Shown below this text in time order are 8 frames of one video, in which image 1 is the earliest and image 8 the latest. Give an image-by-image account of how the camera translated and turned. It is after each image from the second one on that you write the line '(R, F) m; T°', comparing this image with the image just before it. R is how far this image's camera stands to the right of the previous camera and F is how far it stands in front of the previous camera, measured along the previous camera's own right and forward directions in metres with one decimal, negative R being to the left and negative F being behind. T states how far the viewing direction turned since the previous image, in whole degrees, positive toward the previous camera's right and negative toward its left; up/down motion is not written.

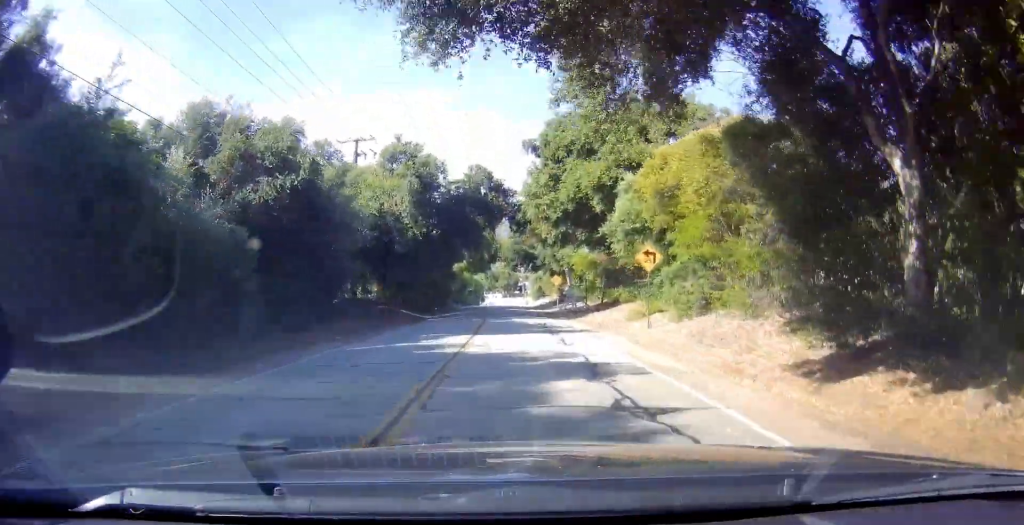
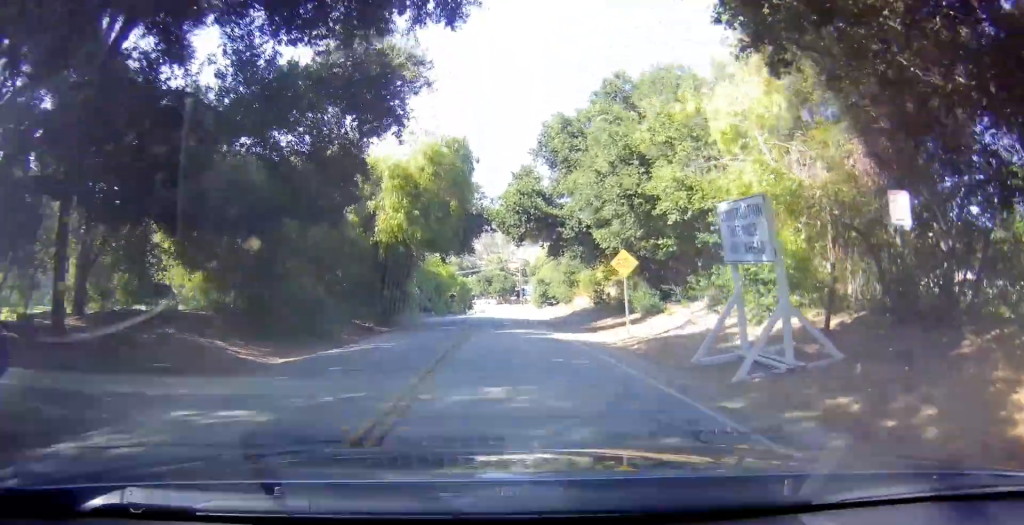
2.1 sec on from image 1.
(-0.6, +31.8) m; -1°
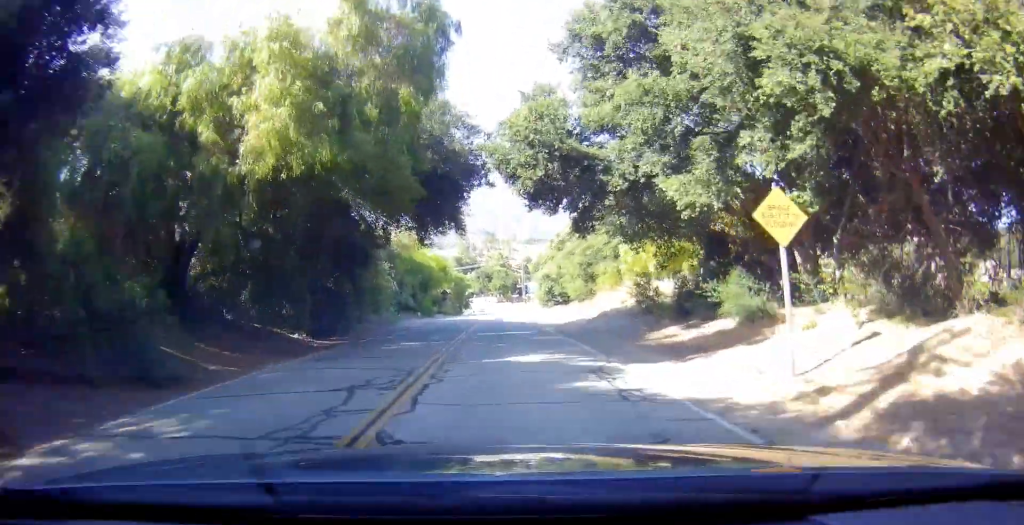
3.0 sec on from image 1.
(+0.1, +12.6) m; +3°
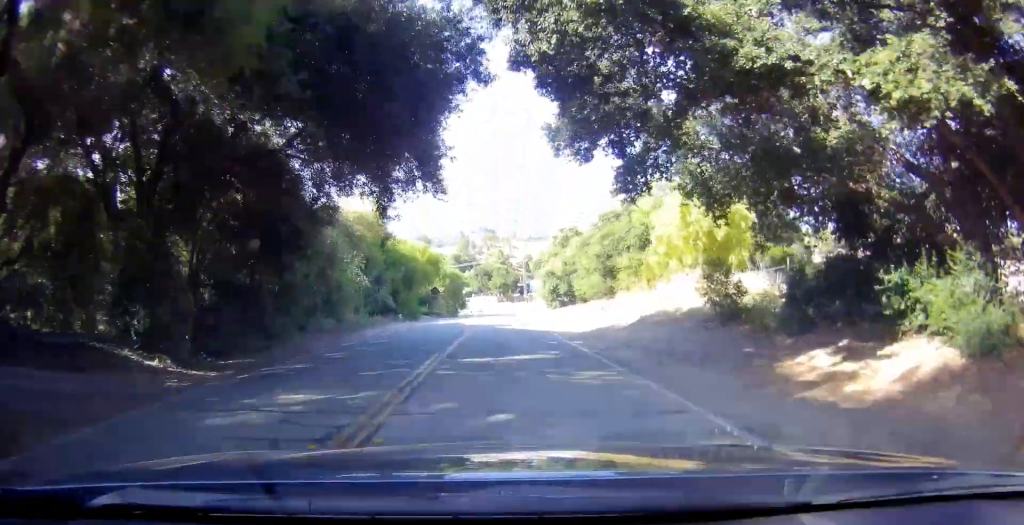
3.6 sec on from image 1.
(+0.2, +9.8) m; +3°
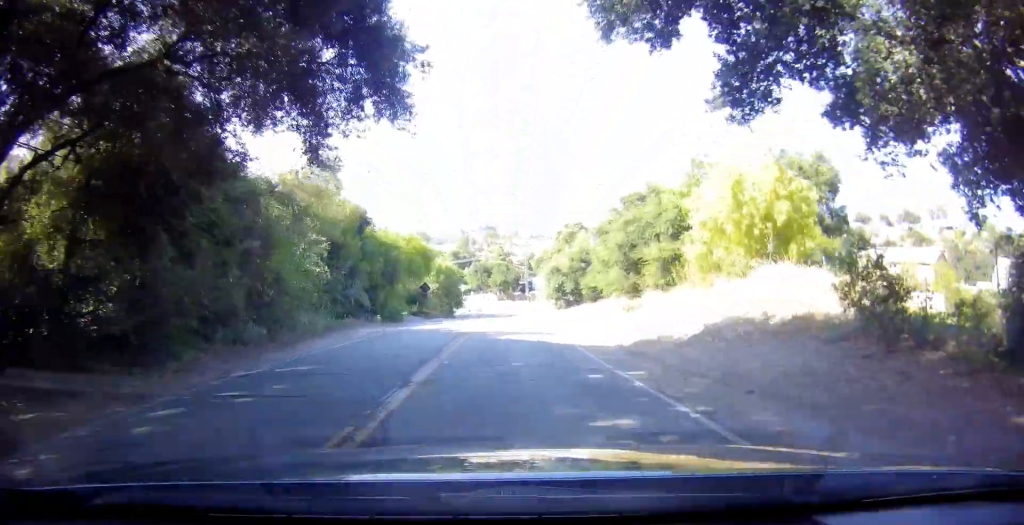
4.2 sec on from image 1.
(+0.4, +8.8) m; -1°
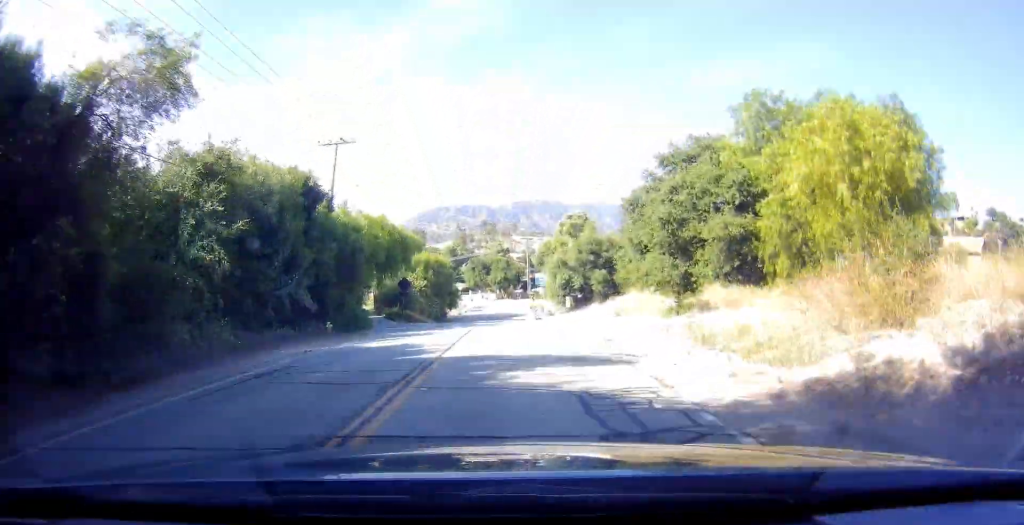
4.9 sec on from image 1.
(-0.1, +11.5) m; -2°
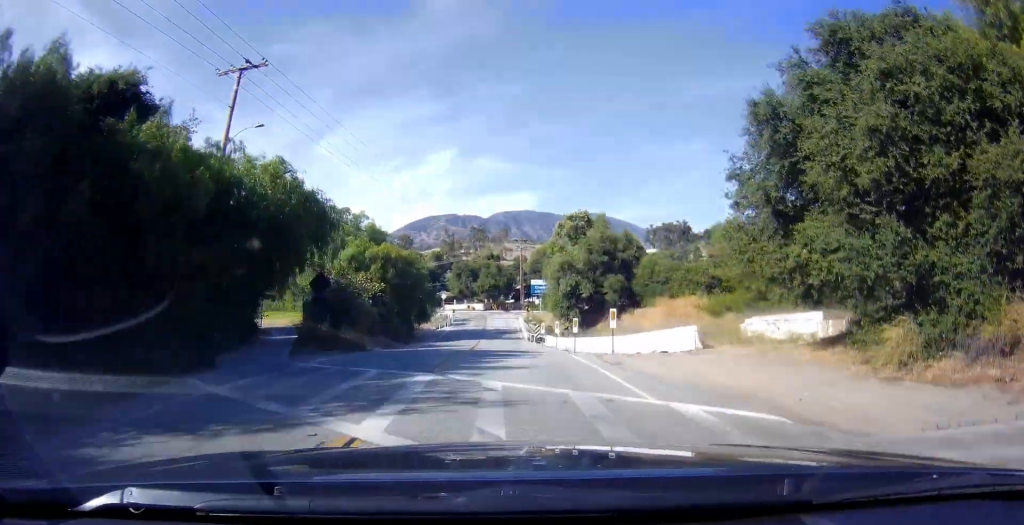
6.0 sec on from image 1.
(-0.7, +17.9) m; -3°
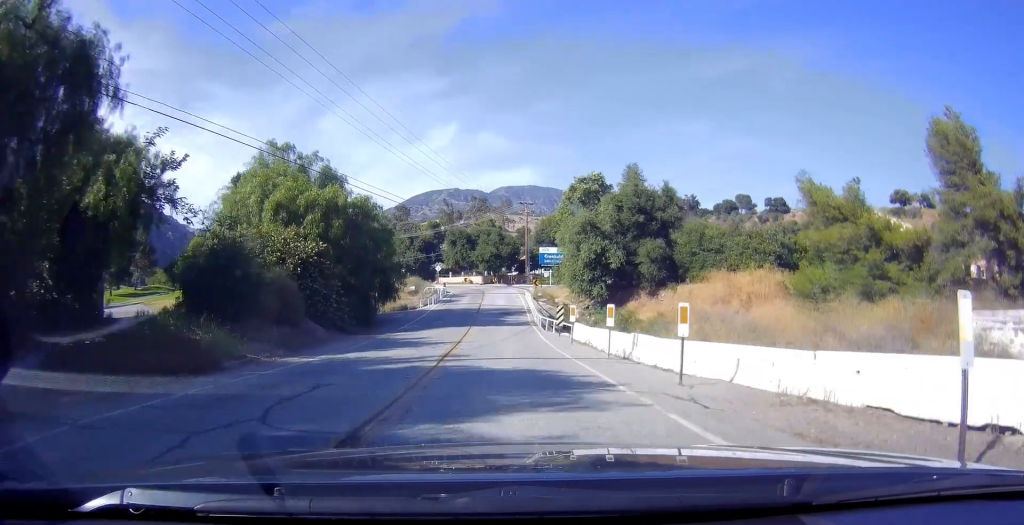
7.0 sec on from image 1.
(-0.1, +15.2) m; 0°
